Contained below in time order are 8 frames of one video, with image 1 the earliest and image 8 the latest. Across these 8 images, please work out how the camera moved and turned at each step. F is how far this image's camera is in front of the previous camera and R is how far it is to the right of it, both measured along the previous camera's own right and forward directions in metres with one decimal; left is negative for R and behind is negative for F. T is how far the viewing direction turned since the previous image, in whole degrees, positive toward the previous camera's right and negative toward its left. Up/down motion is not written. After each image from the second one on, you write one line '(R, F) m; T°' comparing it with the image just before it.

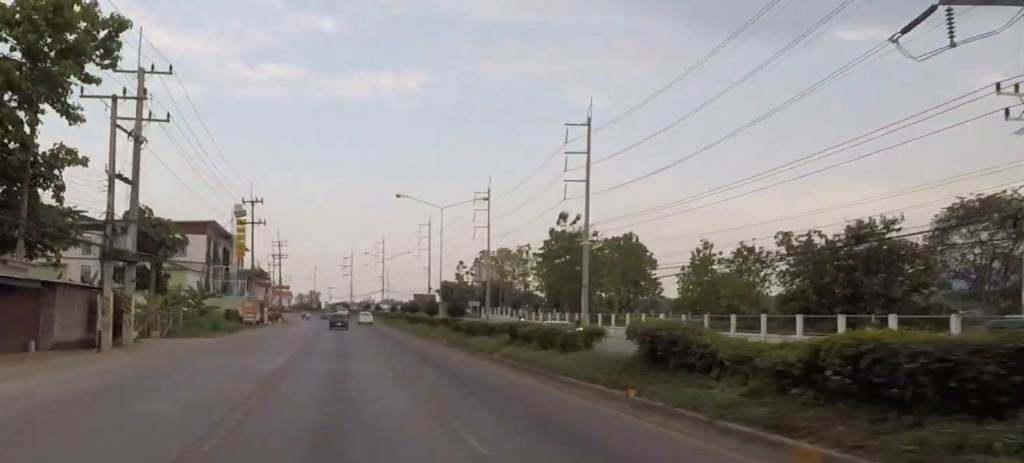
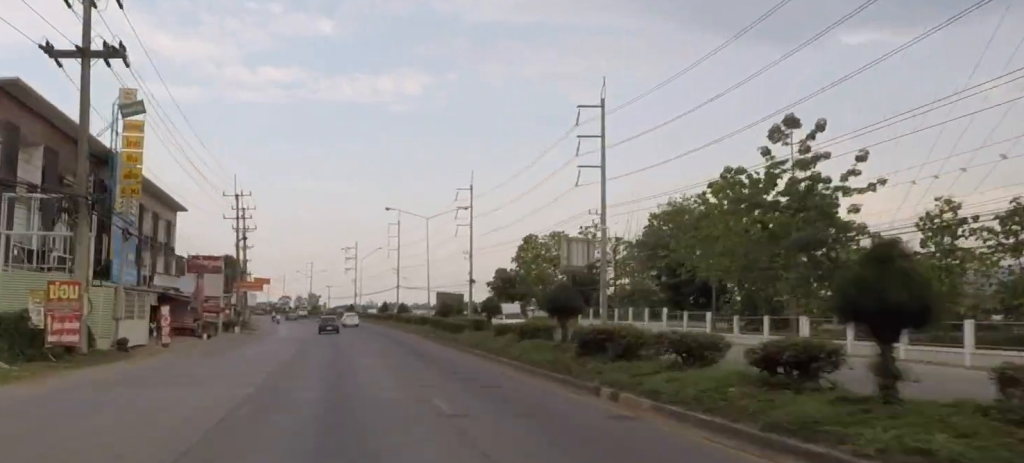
(-0.6, +44.7) m; -1°
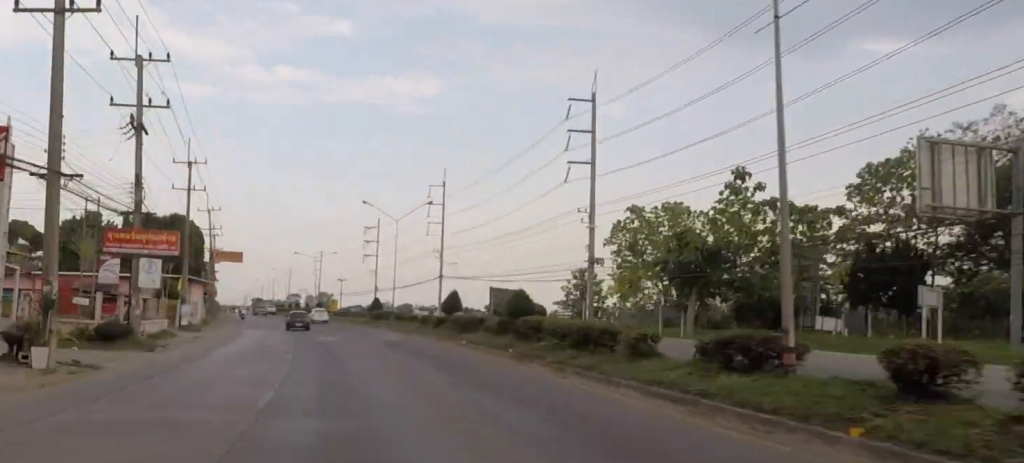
(-0.2, +43.0) m; -2°
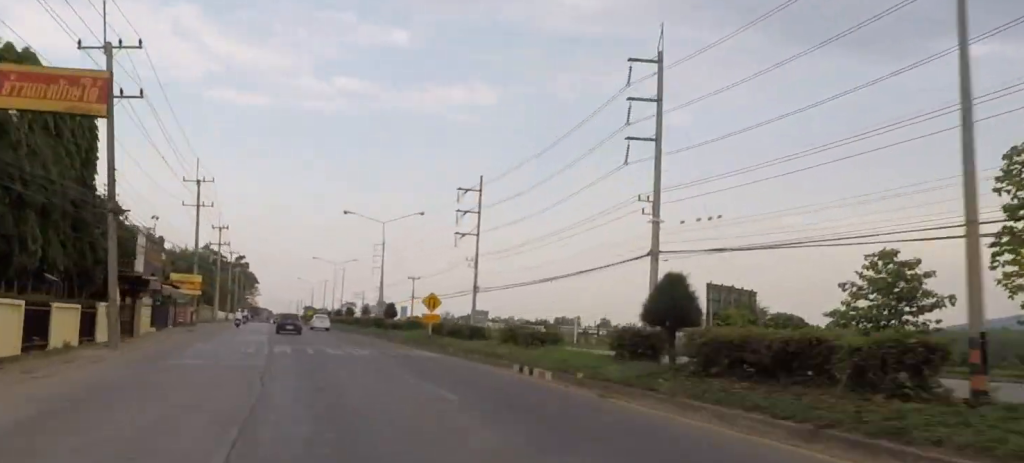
(-2.1, +50.1) m; -5°
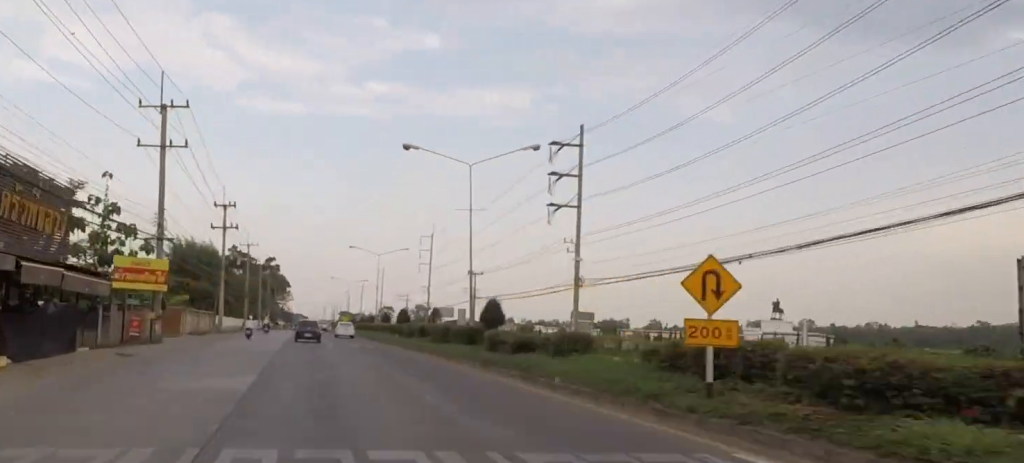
(-0.7, +23.3) m; -2°
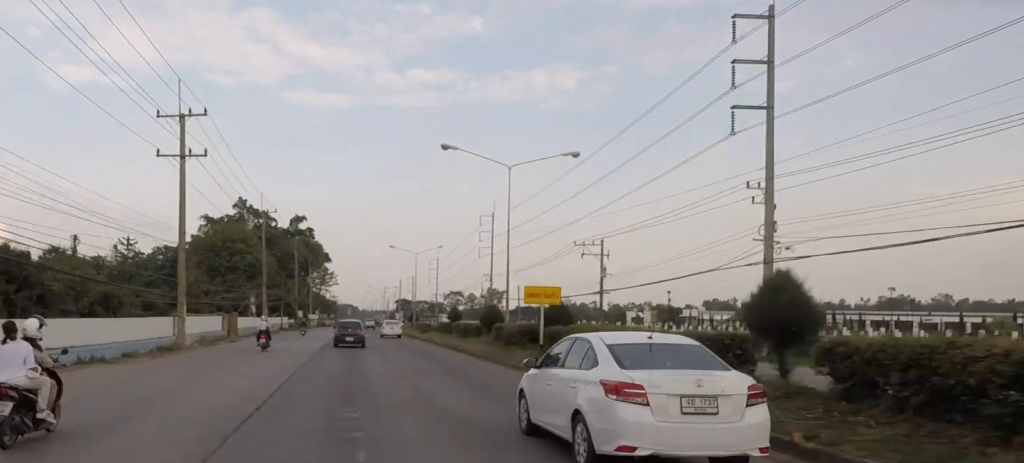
(+2.0, +92.5) m; 0°
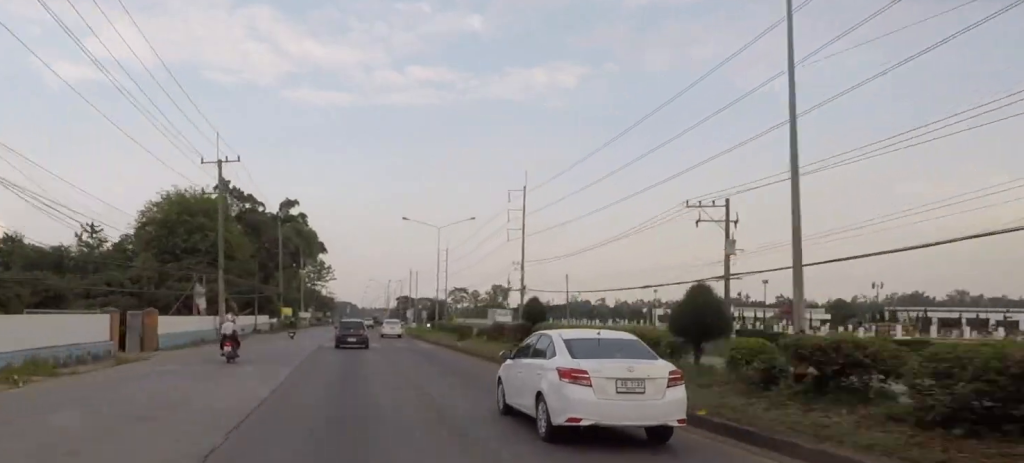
(-0.8, +21.0) m; -2°
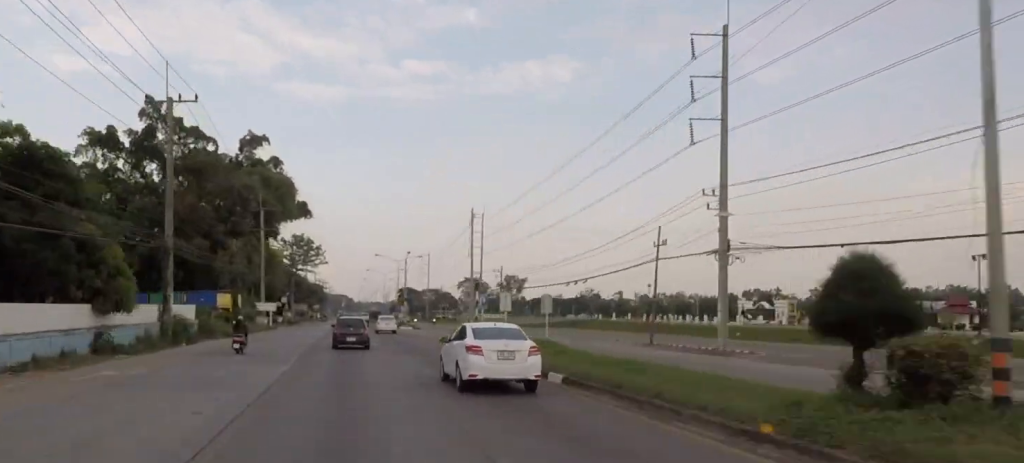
(-1.1, +50.5) m; -1°
